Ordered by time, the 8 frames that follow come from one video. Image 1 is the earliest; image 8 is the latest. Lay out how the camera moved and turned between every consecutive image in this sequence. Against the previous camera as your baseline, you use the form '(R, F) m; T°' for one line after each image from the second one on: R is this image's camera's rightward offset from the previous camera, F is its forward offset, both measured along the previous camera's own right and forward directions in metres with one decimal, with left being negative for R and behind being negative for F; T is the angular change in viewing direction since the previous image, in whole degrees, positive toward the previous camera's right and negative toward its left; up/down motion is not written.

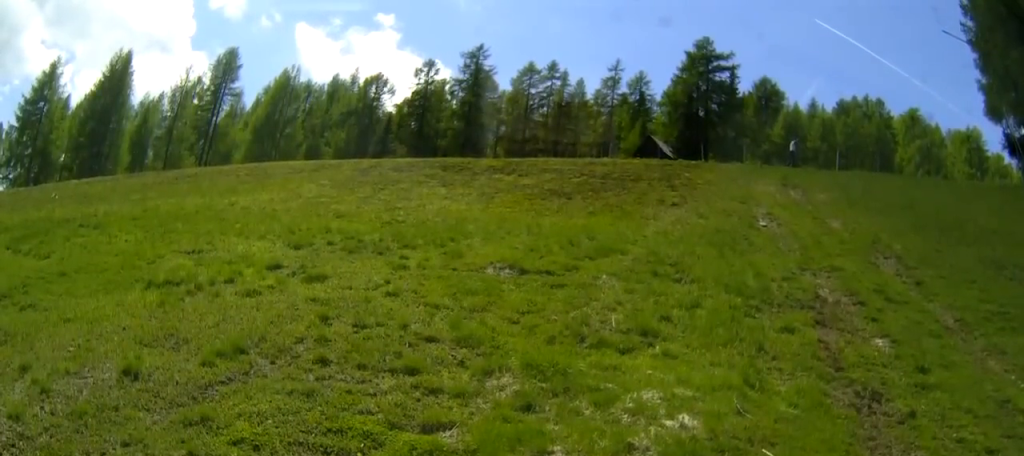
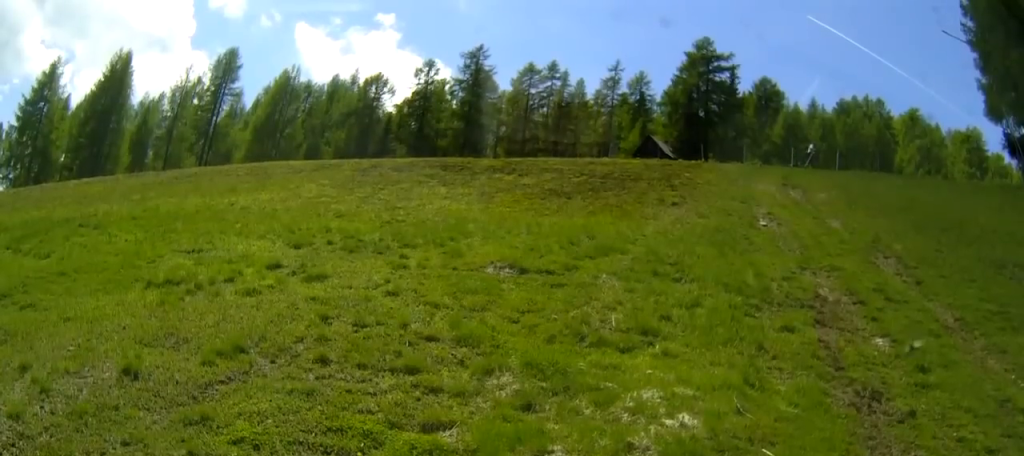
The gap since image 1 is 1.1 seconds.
(0.0, 0.0) m; 0°
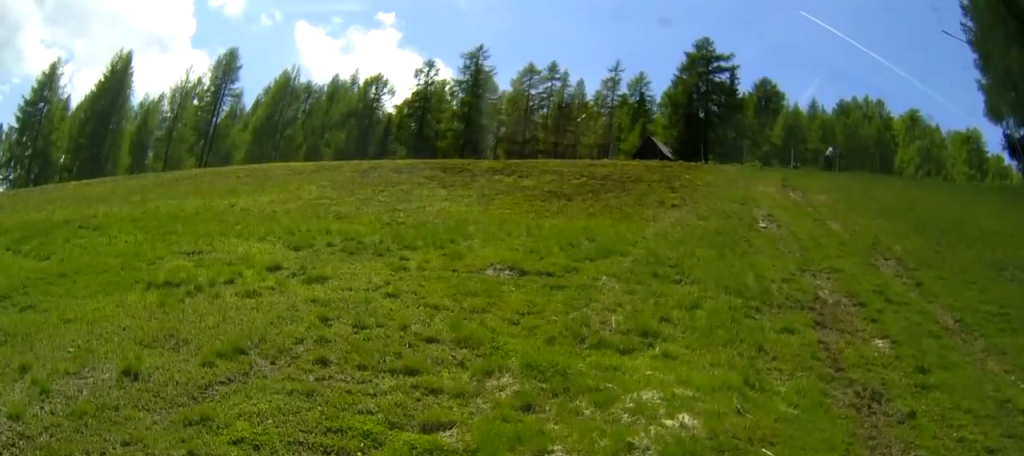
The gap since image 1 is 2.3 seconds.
(0.0, 0.0) m; 0°
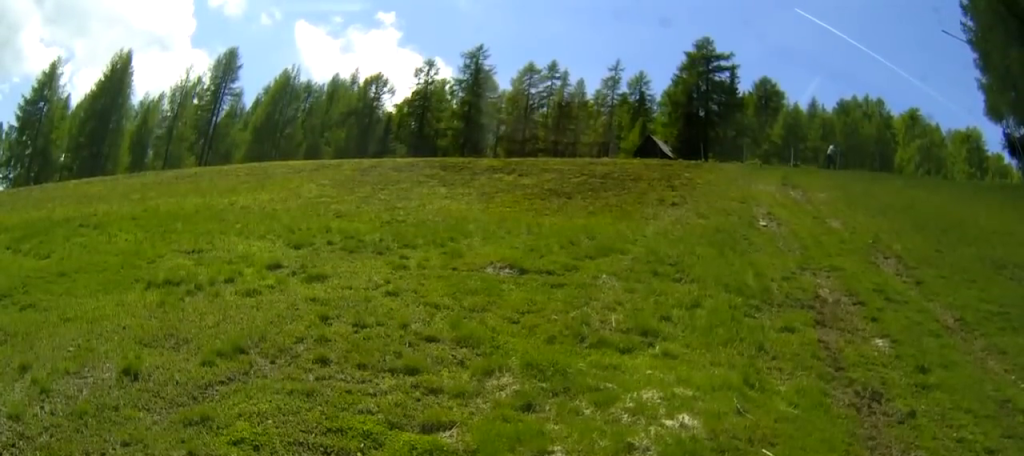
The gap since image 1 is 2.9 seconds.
(0.0, 0.0) m; 0°
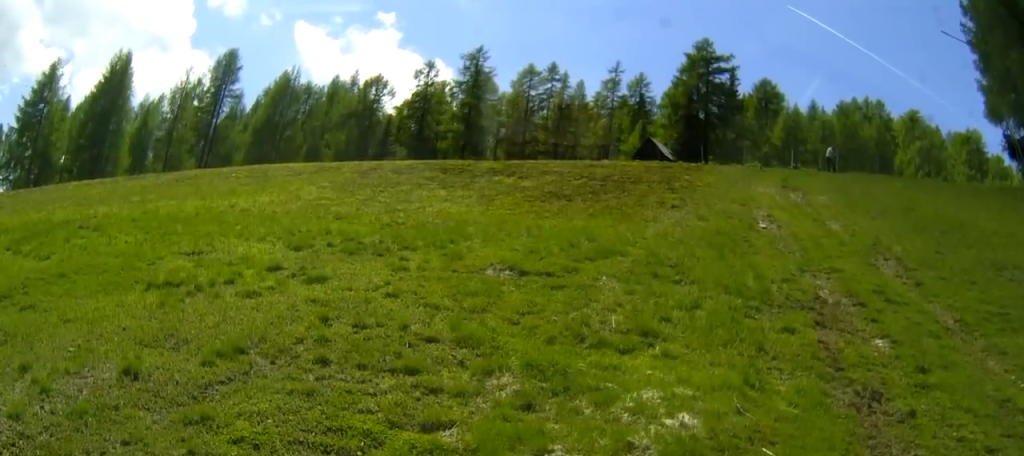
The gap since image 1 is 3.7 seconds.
(0.0, 0.0) m; 0°
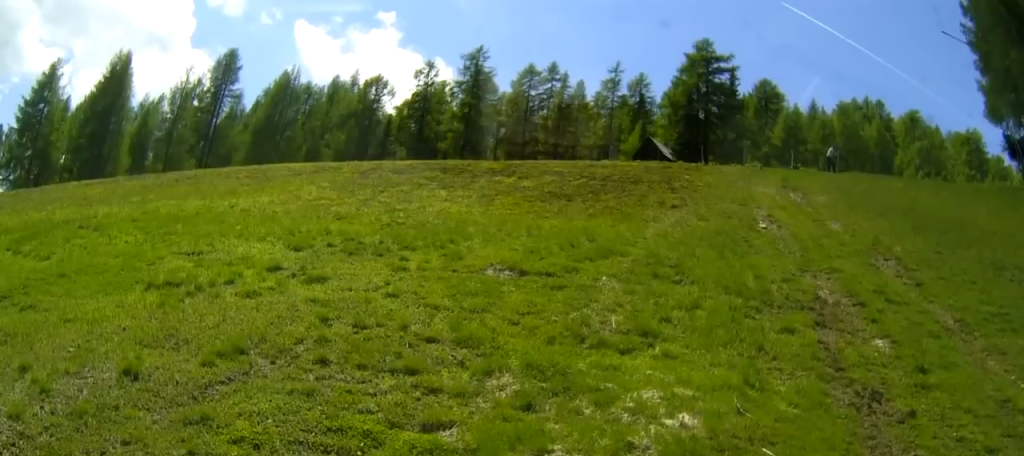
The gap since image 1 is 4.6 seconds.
(0.0, 0.0) m; 0°
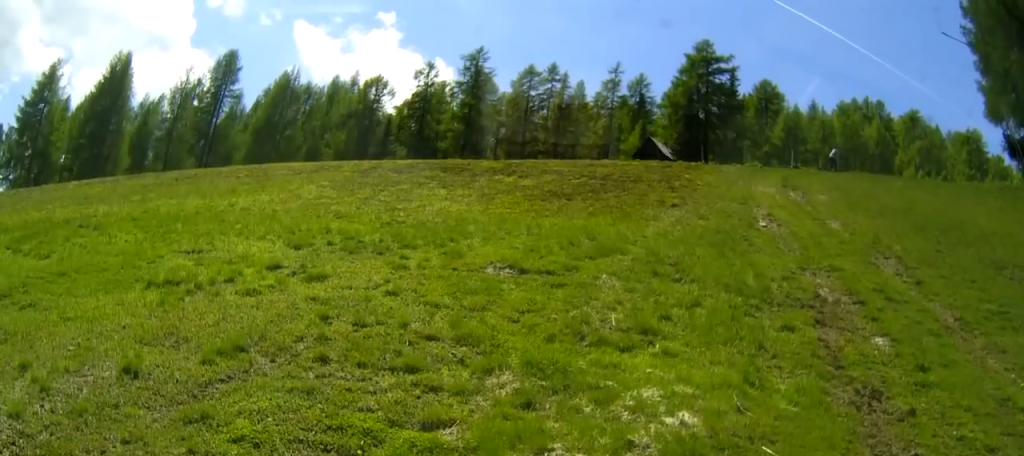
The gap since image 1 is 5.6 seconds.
(0.0, 0.0) m; 0°
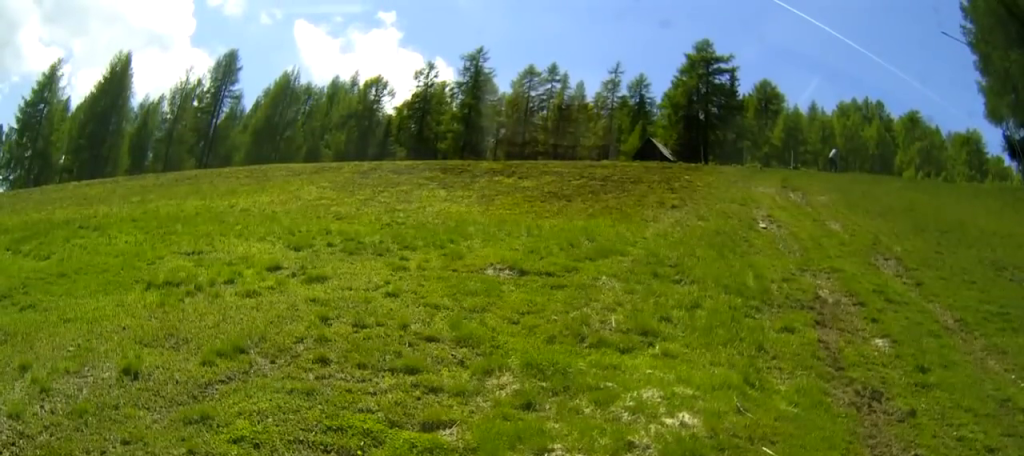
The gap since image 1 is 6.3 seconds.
(0.0, 0.0) m; 0°
